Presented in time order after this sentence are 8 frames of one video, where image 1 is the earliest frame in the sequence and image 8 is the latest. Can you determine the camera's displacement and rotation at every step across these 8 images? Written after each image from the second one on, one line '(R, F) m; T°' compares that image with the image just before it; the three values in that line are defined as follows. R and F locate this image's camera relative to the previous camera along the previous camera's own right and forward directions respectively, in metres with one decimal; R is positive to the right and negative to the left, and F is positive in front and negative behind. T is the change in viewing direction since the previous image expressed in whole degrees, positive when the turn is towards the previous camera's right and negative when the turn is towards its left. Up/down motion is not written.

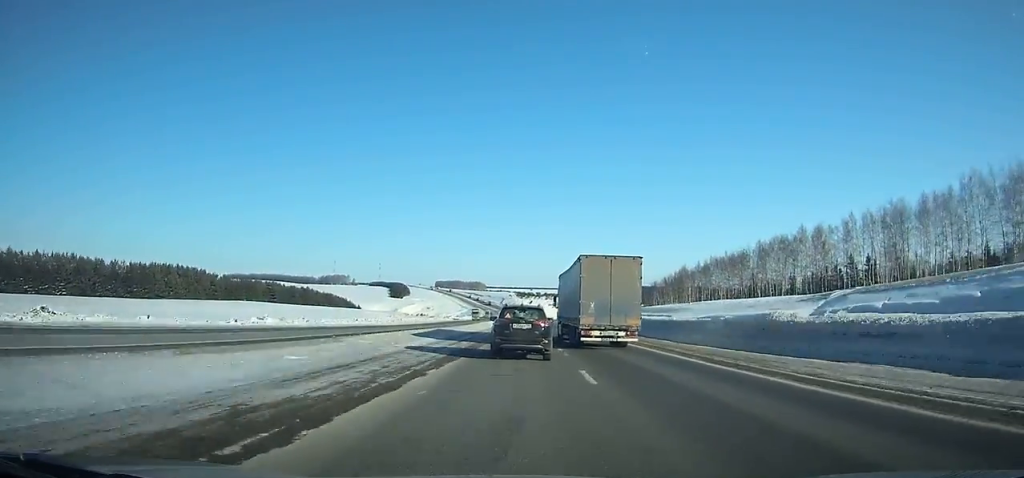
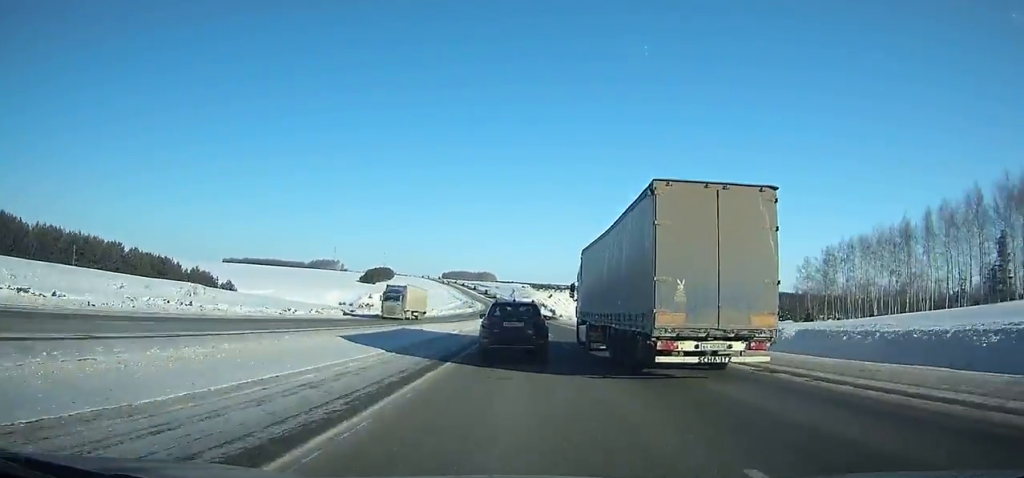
(-2.1, +151.3) m; -1°
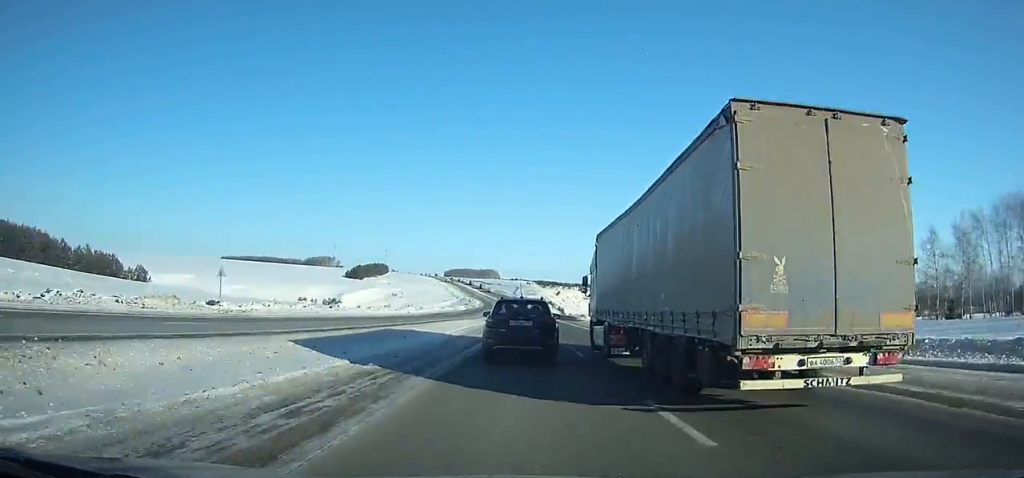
(0.0, +42.6) m; 0°
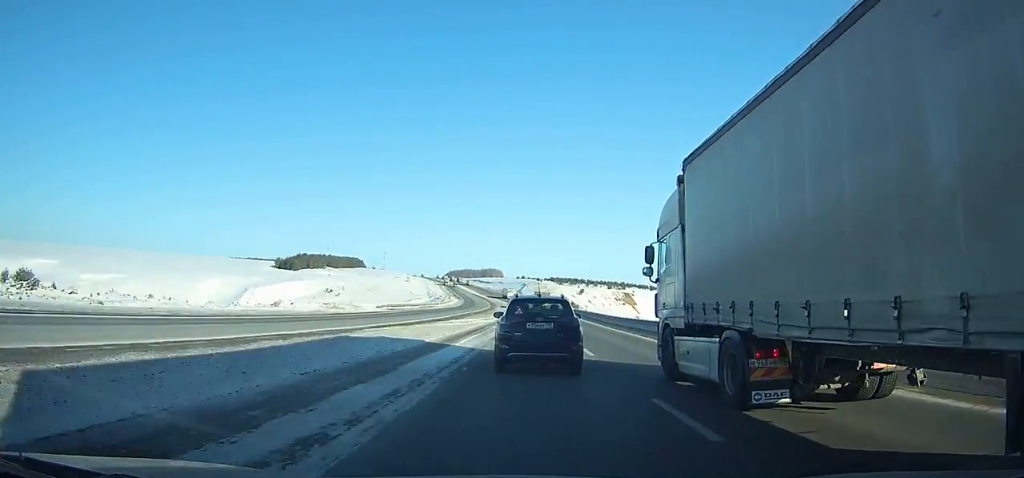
(-1.1, +112.6) m; -1°
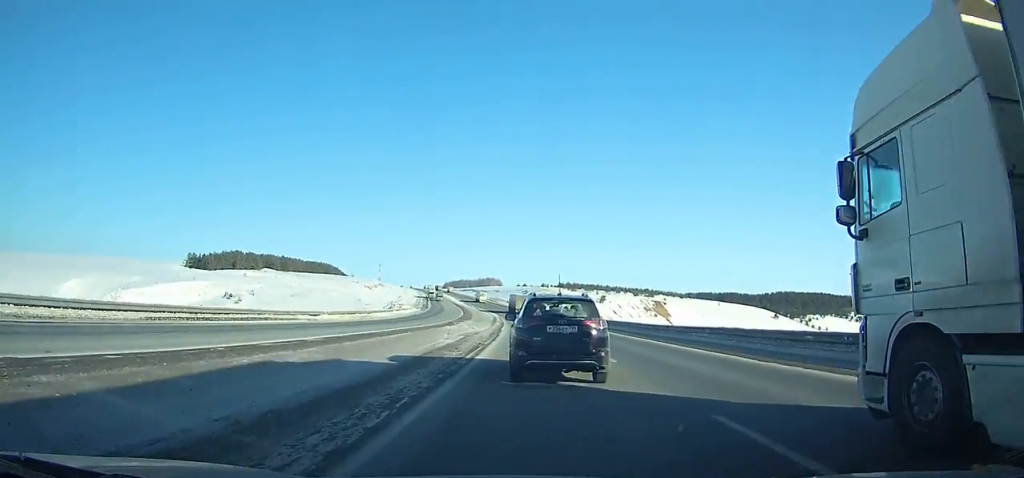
(-0.5, +69.8) m; -1°
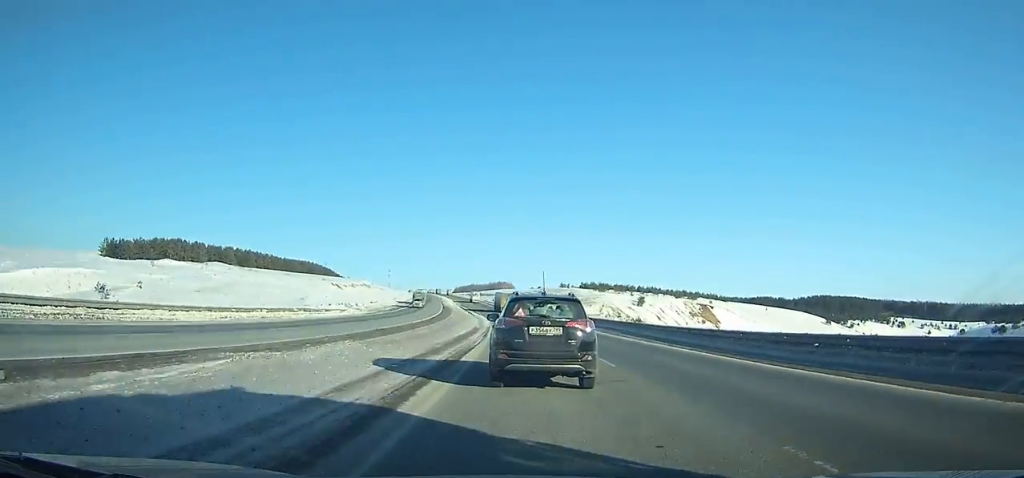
(+0.4, +47.9) m; -1°
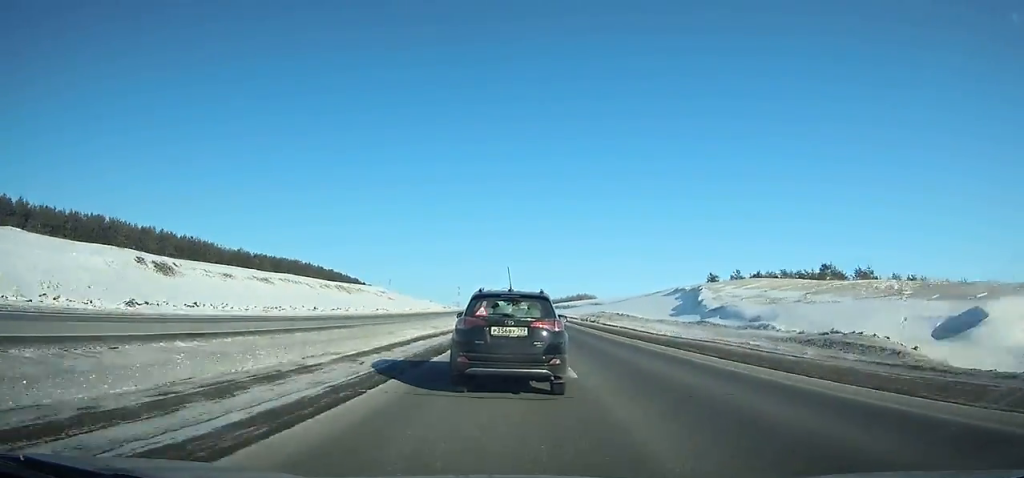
(-4.5, +112.9) m; -5°
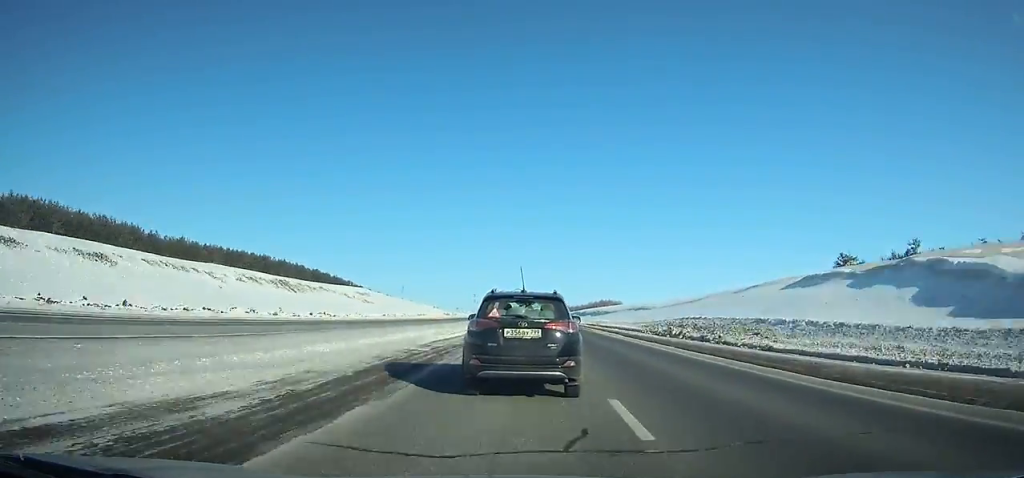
(-2.0, +45.4) m; -1°
